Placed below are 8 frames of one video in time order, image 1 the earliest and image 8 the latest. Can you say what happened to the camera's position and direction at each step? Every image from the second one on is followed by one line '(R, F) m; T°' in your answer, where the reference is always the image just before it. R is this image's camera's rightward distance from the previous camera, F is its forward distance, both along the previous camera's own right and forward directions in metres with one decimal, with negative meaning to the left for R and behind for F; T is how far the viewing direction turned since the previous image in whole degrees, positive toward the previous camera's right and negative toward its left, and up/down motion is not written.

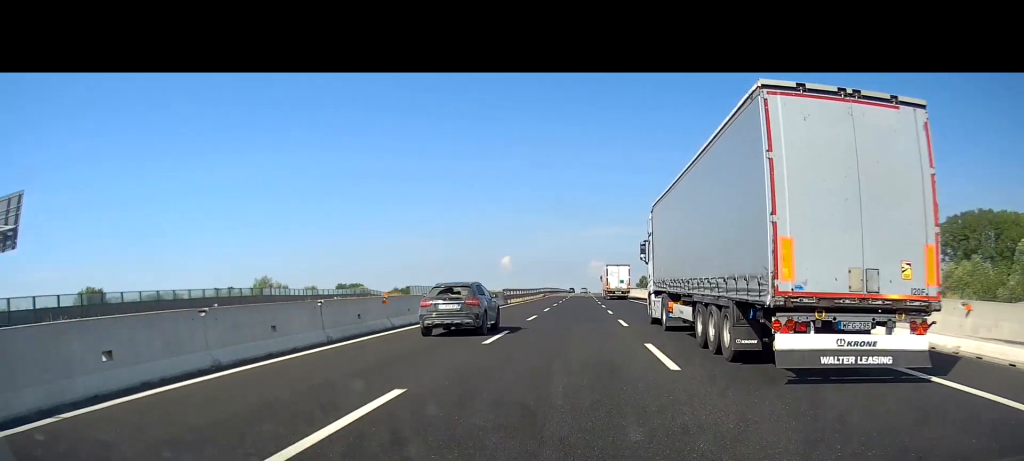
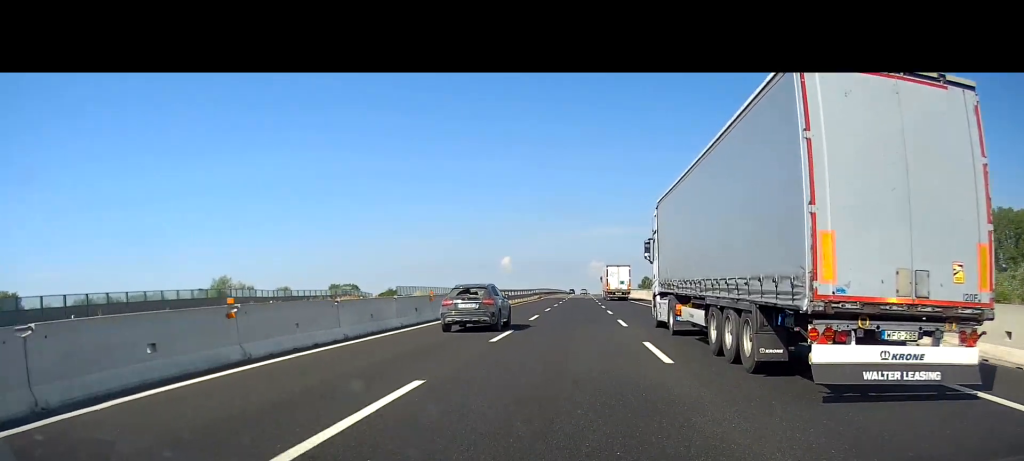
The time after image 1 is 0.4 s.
(0.0, +10.8) m; 0°
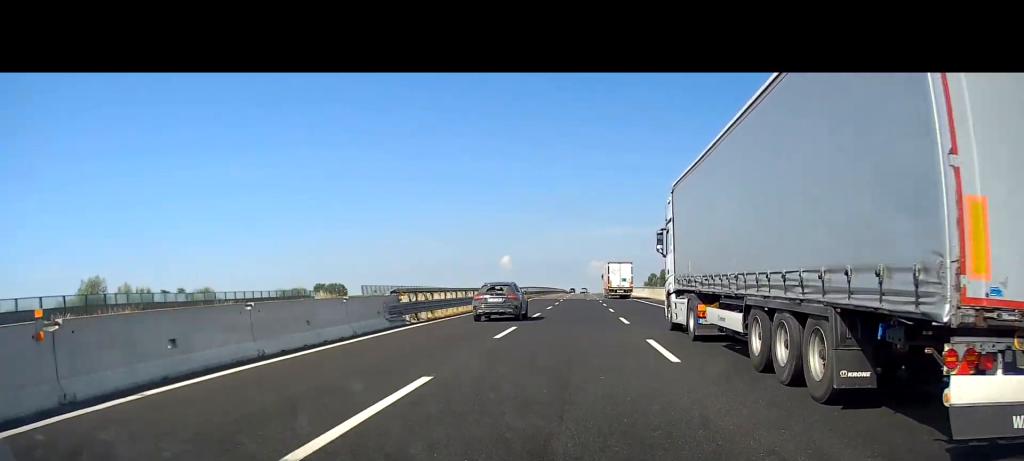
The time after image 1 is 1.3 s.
(0.0, +23.5) m; +1°
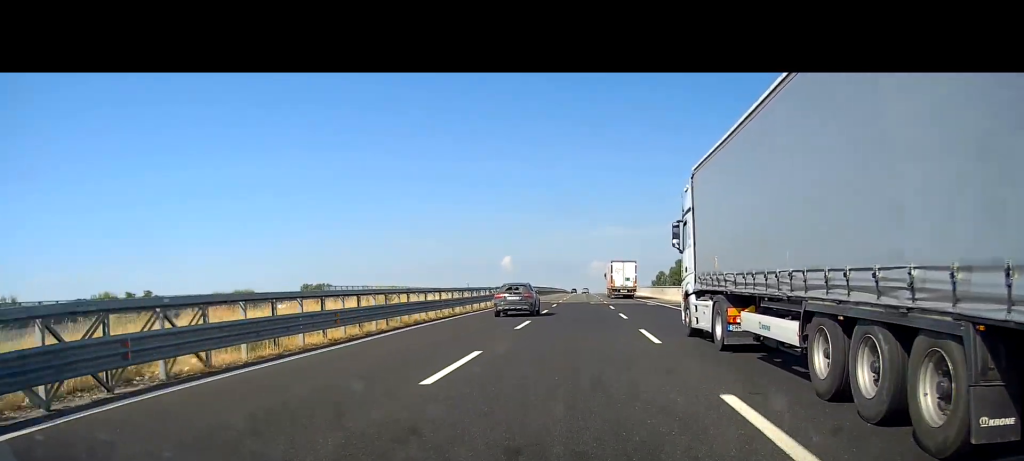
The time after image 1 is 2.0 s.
(+0.3, +19.8) m; -1°
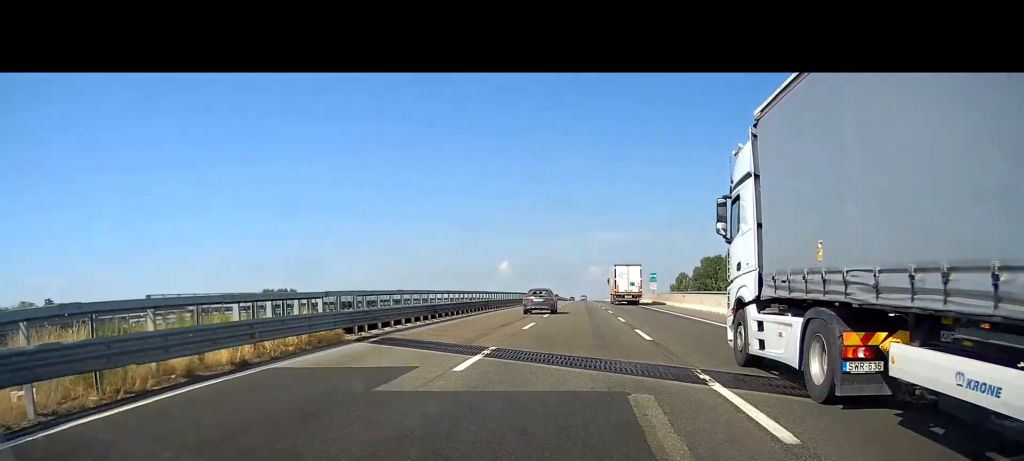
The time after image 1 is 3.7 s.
(-0.7, +45.1) m; -1°
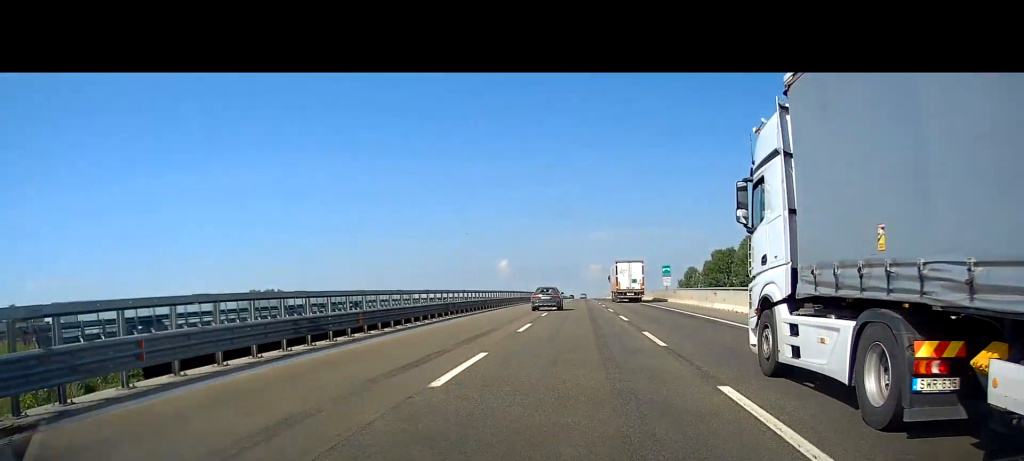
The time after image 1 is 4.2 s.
(+0.1, +13.5) m; 0°
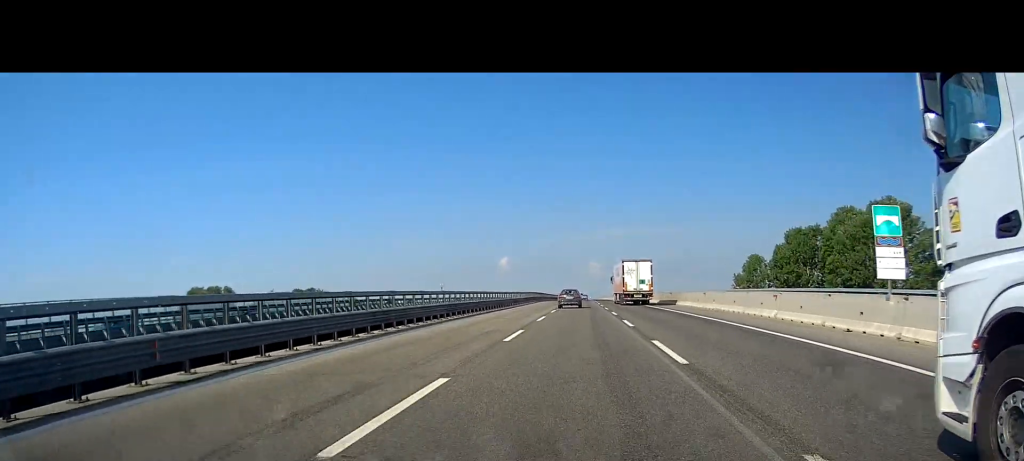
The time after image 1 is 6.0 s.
(+0.5, +50.2) m; +1°
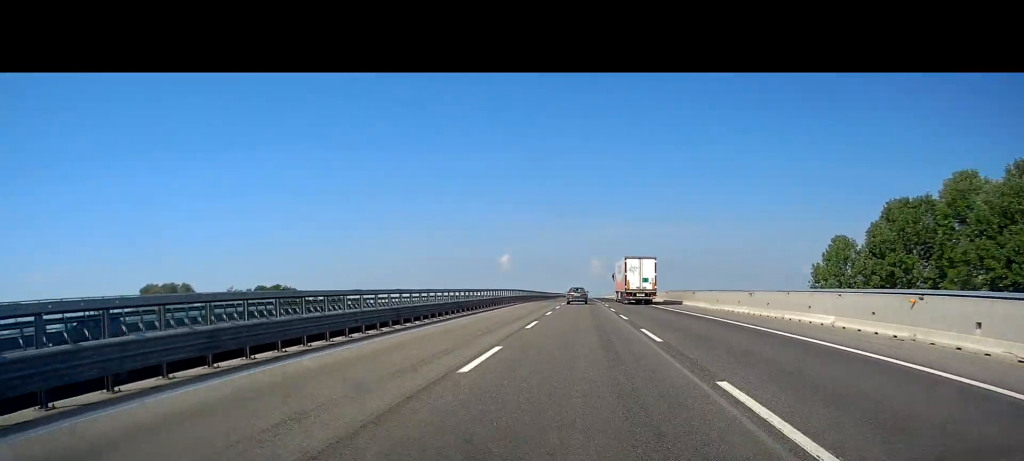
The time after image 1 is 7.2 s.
(-0.3, +30.4) m; -1°
